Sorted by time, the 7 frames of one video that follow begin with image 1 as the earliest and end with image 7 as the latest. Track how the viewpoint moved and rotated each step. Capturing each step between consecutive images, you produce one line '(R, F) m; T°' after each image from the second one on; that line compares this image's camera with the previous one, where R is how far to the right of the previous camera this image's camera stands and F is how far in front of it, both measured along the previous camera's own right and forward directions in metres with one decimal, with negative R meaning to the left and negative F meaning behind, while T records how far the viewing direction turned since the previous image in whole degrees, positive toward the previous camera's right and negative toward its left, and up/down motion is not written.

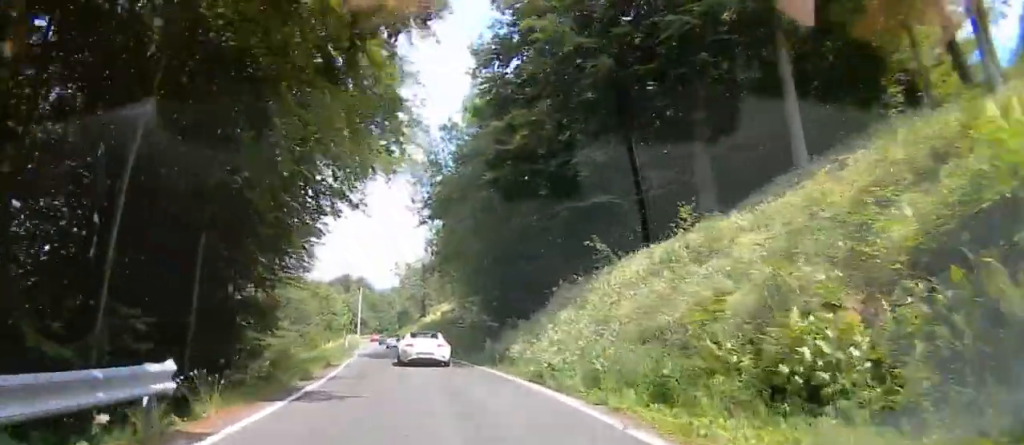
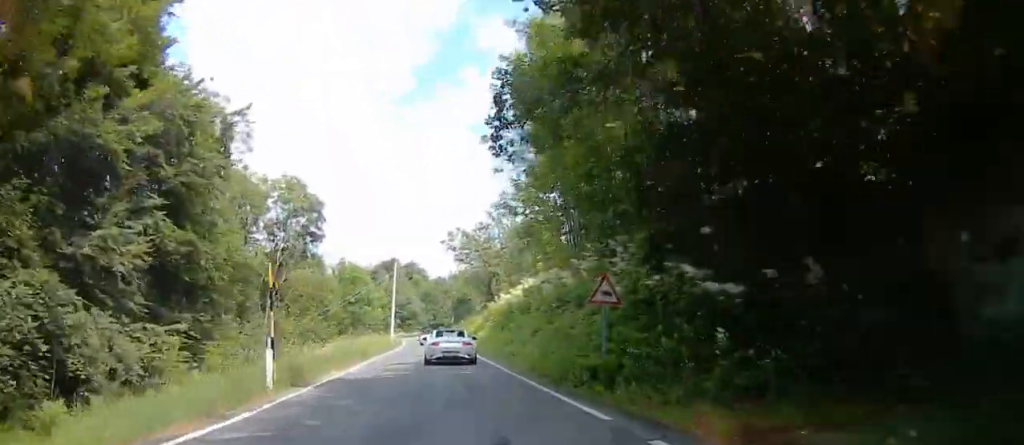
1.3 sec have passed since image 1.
(-1.4, +19.6) m; -7°
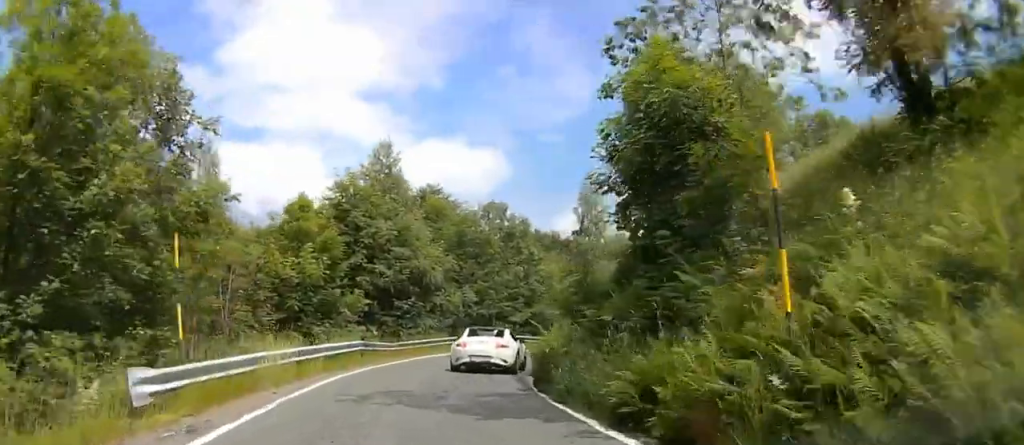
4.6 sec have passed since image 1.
(-2.4, +61.6) m; -2°
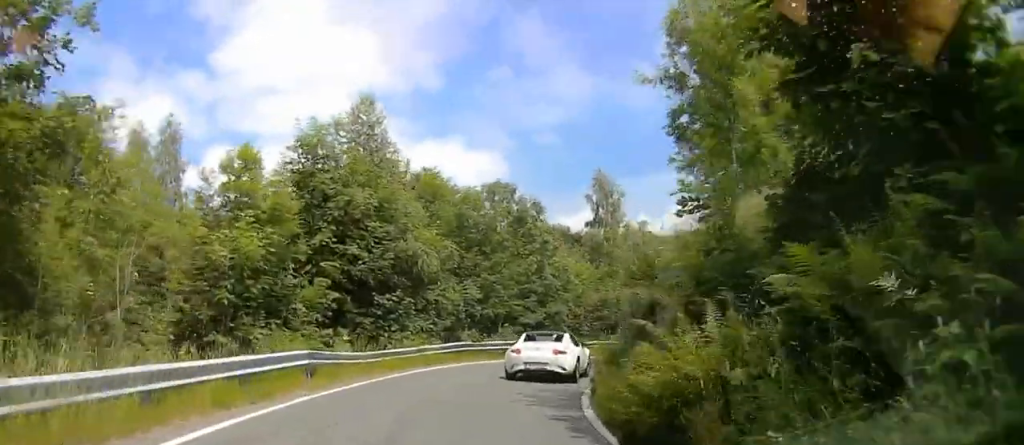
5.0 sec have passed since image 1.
(0.0, +8.8) m; +2°
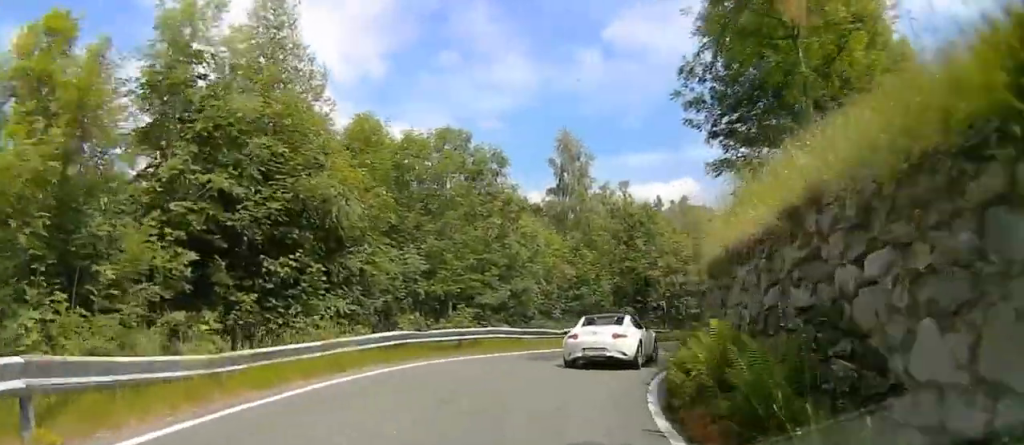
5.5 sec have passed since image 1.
(-0.4, +10.5) m; +3°
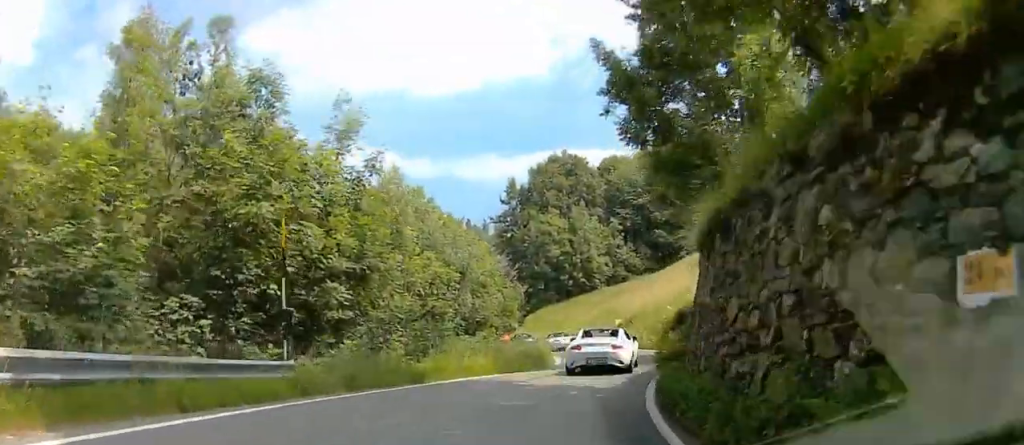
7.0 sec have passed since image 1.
(+3.4, +32.0) m; +7°
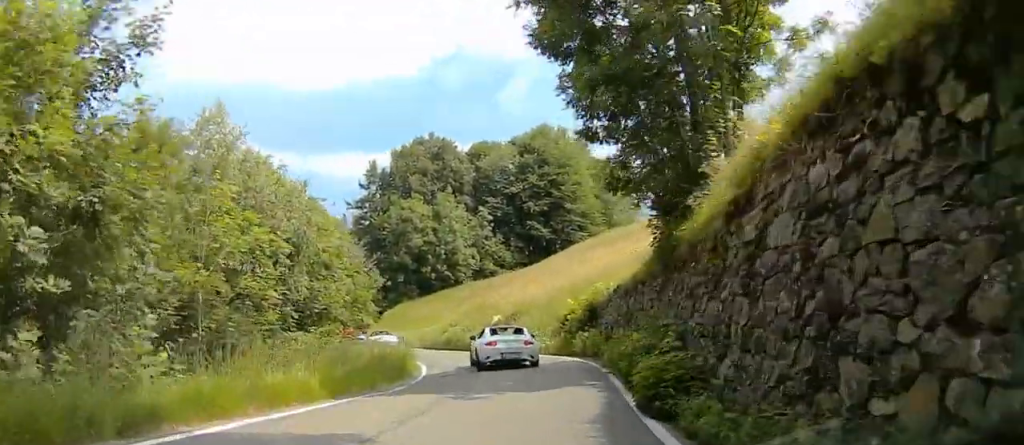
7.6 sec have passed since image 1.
(0.0, +13.2) m; 0°
